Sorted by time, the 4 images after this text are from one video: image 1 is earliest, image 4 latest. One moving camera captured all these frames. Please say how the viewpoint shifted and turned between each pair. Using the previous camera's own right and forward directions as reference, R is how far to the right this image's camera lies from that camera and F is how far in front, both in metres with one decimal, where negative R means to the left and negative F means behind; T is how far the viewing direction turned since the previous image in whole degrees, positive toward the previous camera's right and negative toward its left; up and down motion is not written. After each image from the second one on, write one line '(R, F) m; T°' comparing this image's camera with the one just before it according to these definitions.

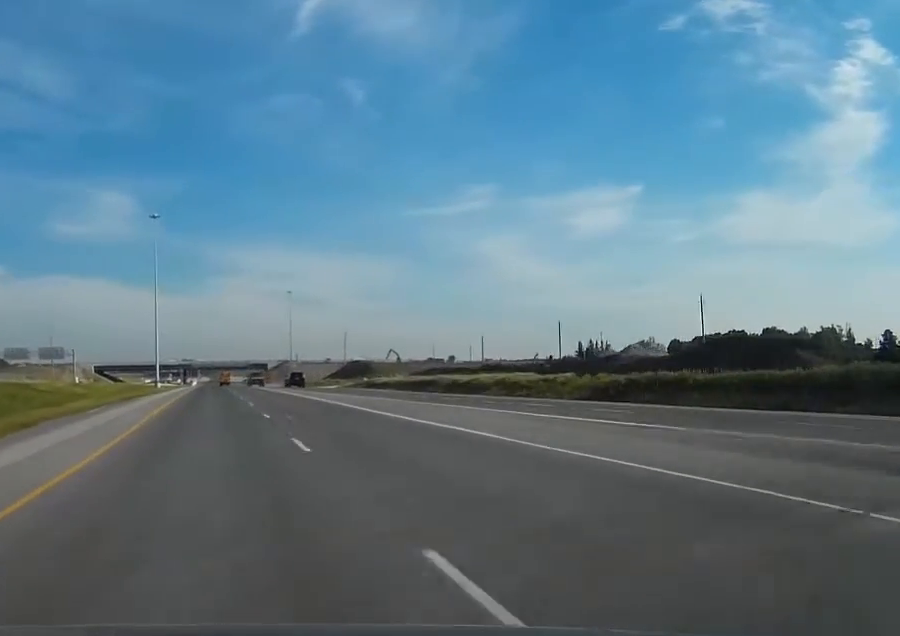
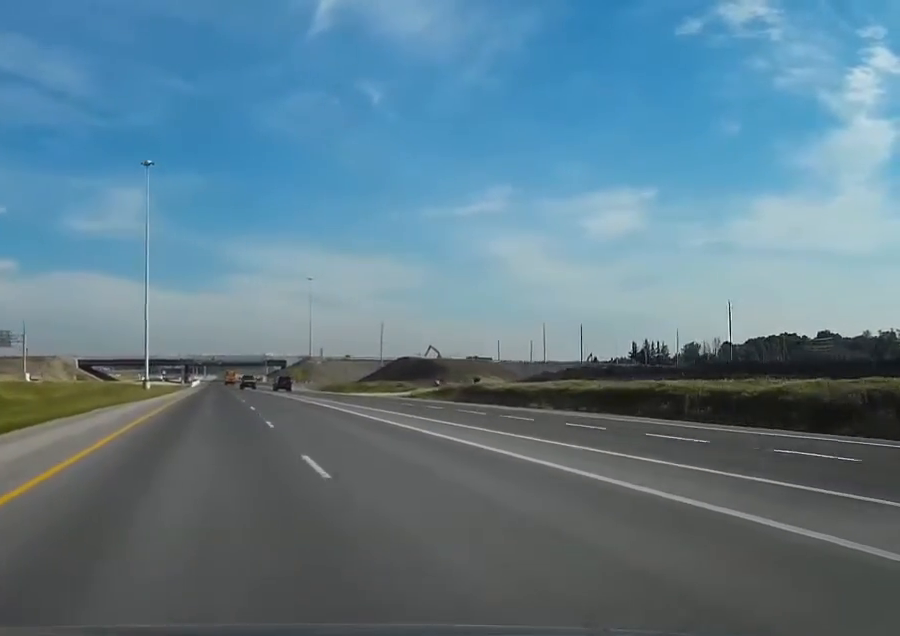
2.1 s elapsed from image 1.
(-1.1, +63.2) m; -1°
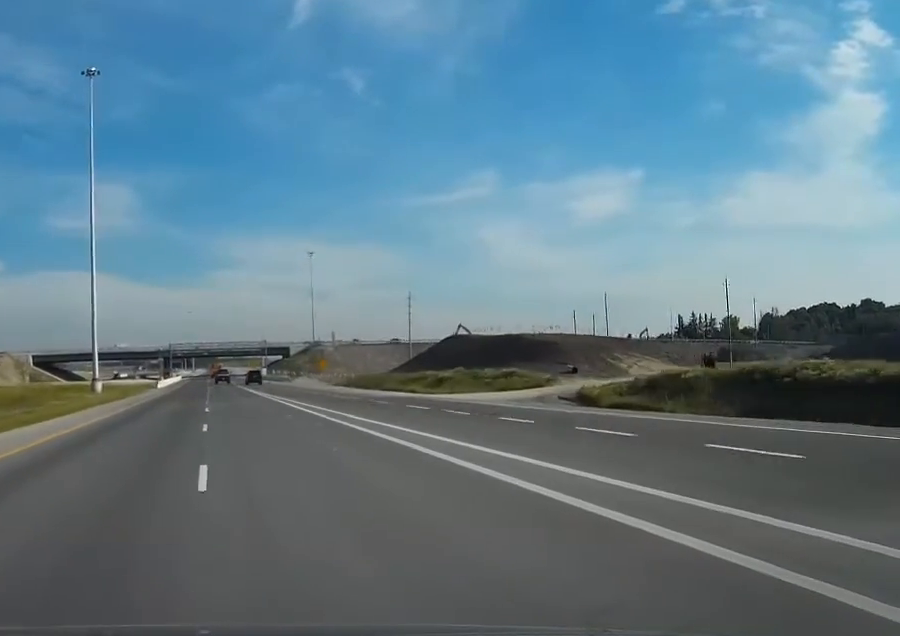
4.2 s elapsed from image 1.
(+0.6, +60.5) m; 0°
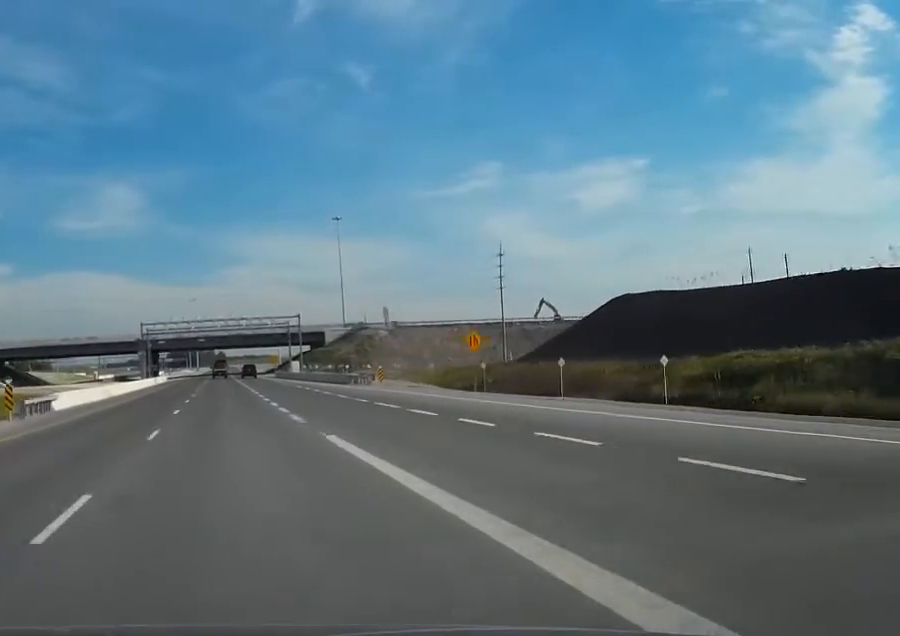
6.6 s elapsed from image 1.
(-0.5, +74.1) m; -1°
